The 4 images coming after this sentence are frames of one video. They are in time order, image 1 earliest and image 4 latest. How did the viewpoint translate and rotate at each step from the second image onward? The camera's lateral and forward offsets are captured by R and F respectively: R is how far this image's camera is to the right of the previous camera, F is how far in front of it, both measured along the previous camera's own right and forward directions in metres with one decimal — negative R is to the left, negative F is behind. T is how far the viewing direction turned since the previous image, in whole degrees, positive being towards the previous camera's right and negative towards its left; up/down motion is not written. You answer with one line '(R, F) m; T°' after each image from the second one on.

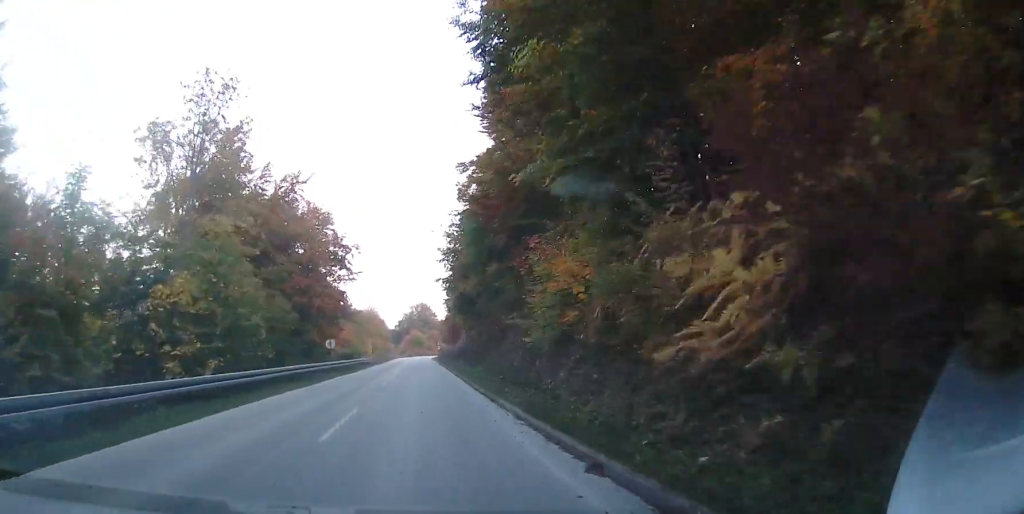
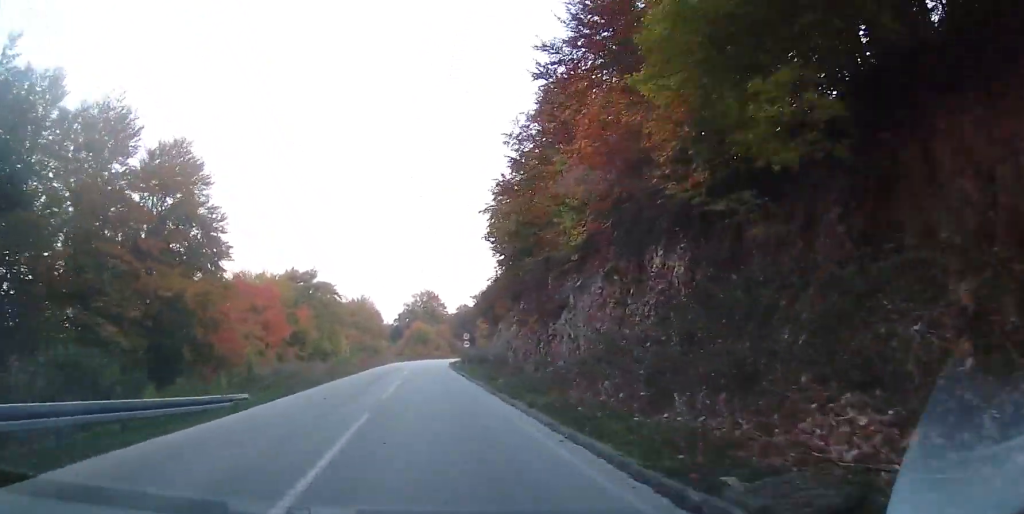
(-0.2, +53.5) m; 0°
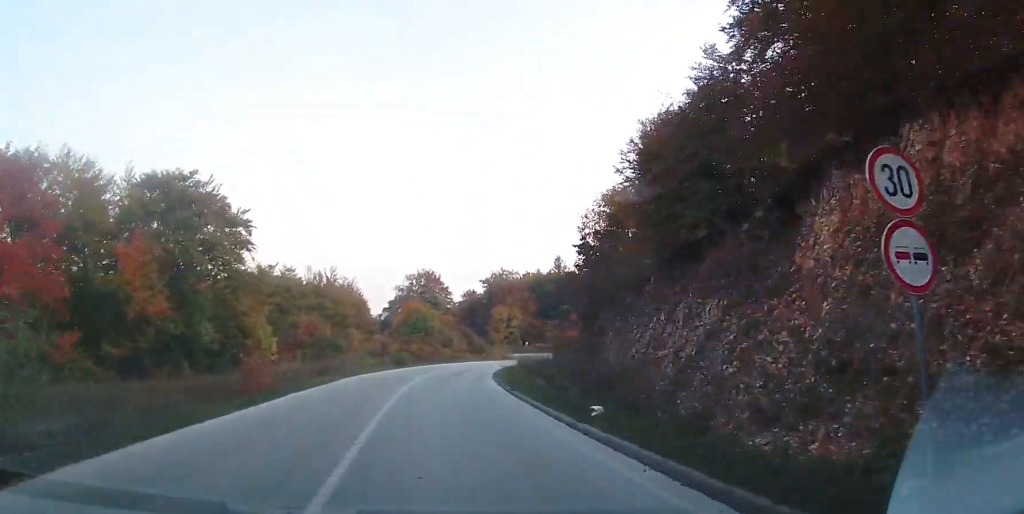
(+1.8, +45.6) m; +8°
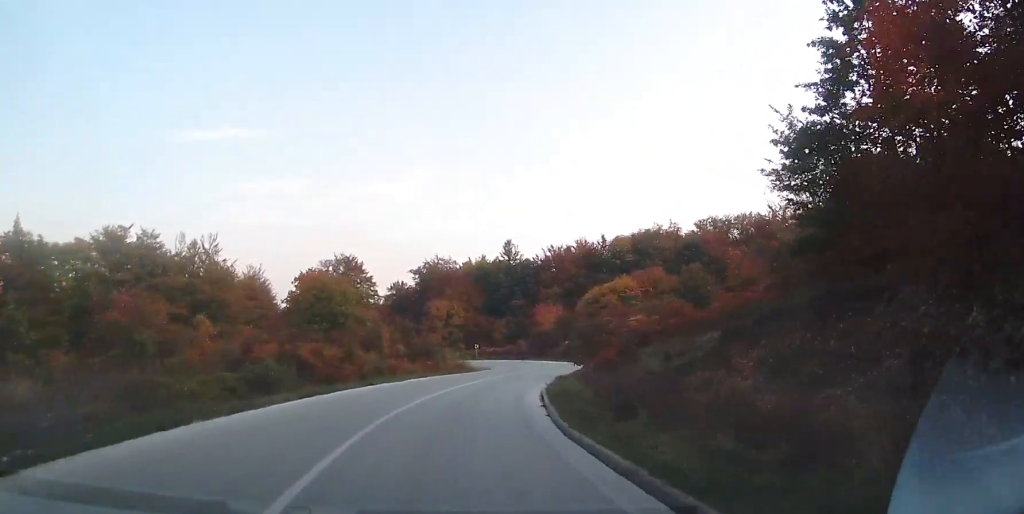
(+1.9, +30.1) m; +7°
